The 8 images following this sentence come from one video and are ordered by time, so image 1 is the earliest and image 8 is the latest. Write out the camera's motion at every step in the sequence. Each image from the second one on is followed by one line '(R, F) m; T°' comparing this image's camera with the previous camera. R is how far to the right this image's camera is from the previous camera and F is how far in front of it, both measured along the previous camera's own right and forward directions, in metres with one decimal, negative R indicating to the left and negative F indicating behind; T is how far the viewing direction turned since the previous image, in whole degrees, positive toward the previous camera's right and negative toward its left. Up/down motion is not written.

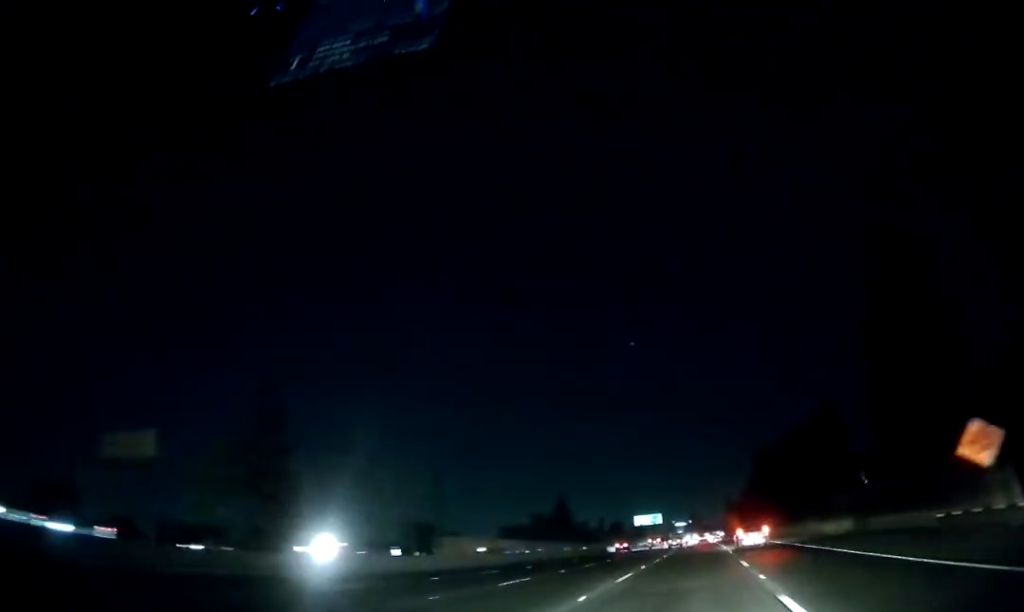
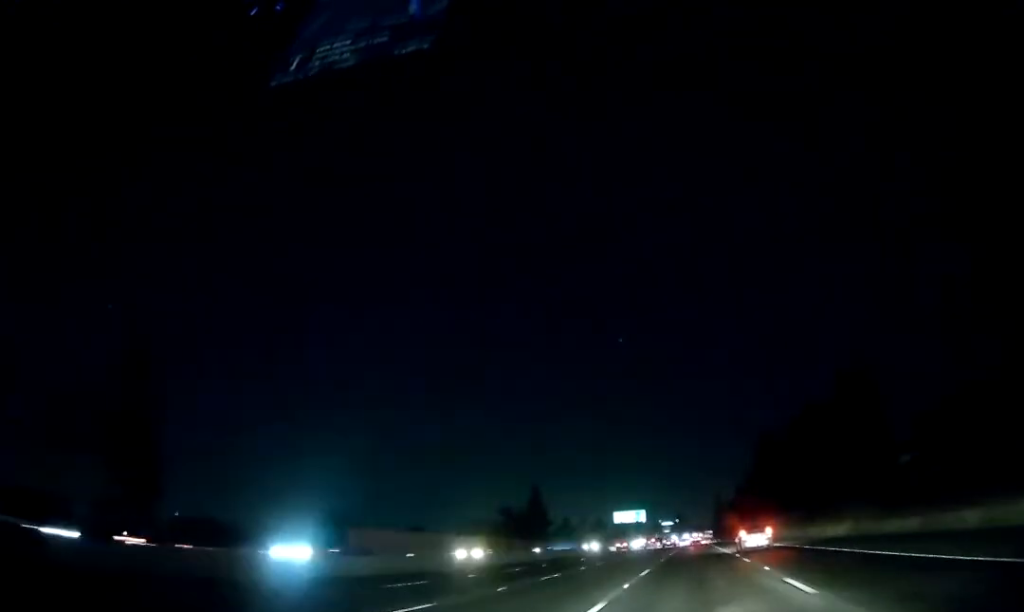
(+0.6, +25.0) m; +2°
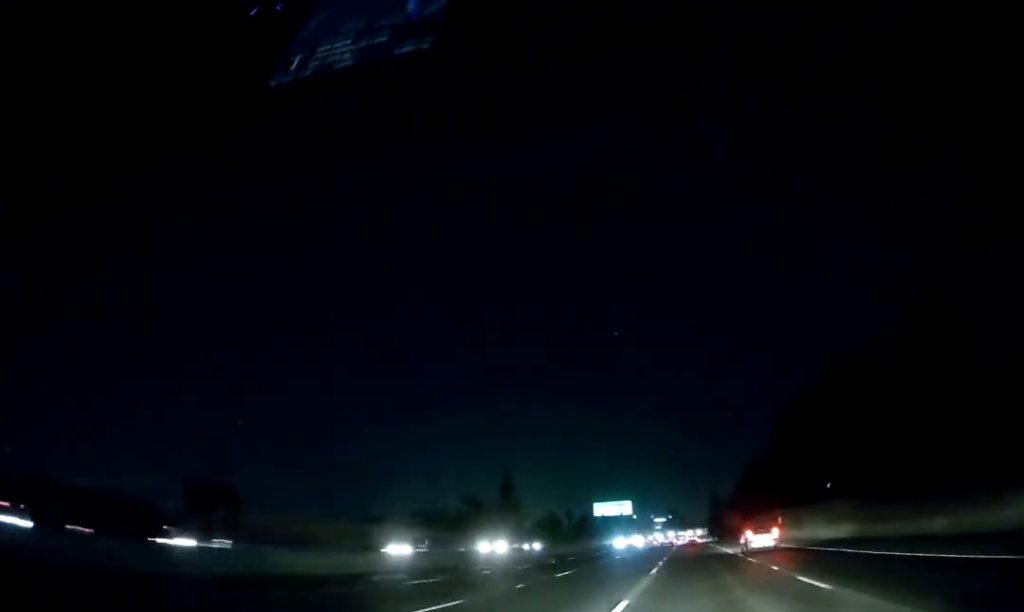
(+0.5, +28.0) m; +1°
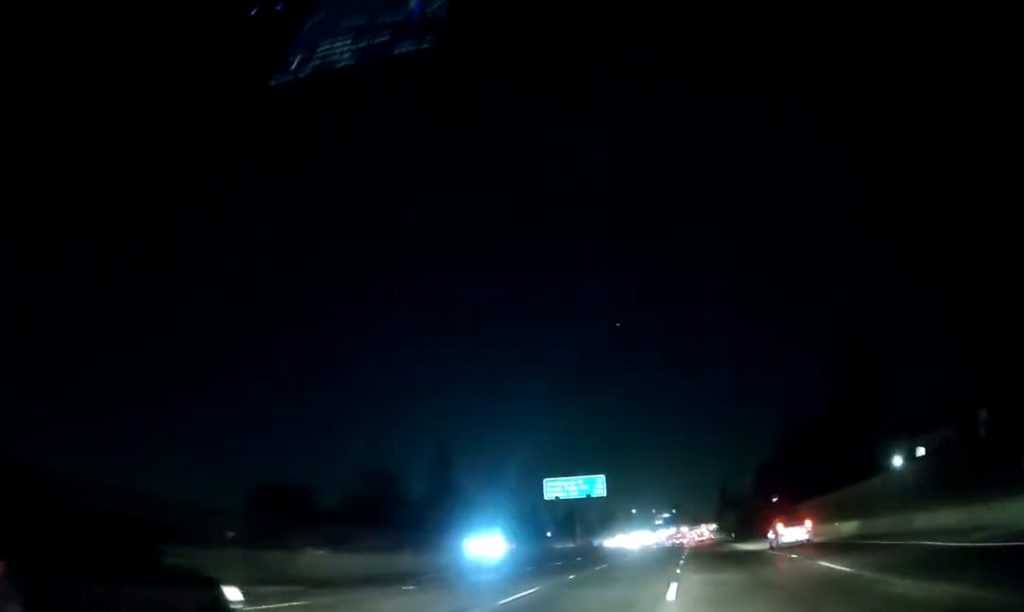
(+0.2, +53.8) m; +1°
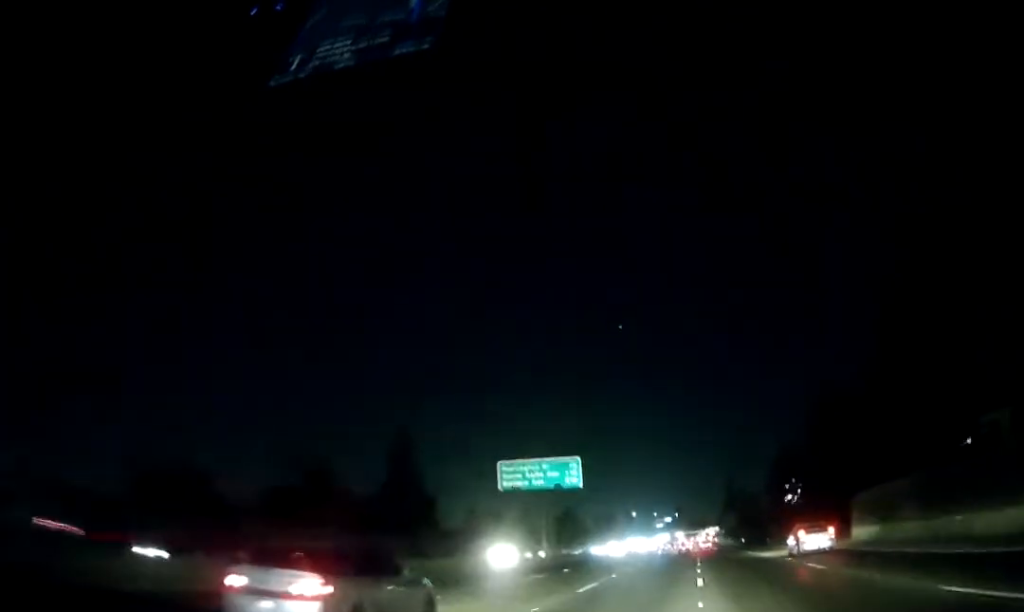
(0.0, +22.8) m; 0°
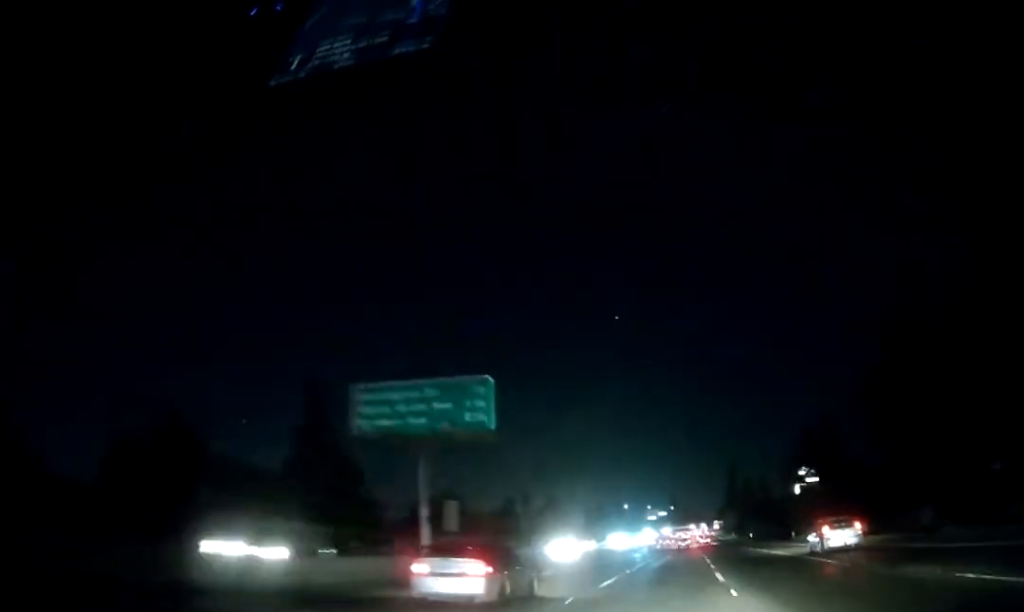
(0.0, +27.9) m; 0°
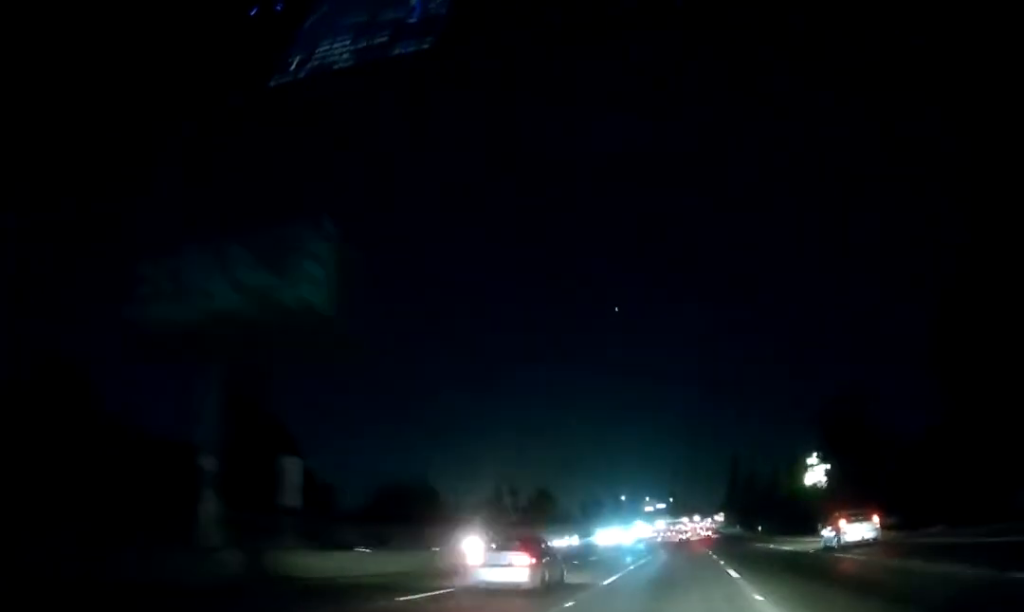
(+0.1, +15.5) m; 0°
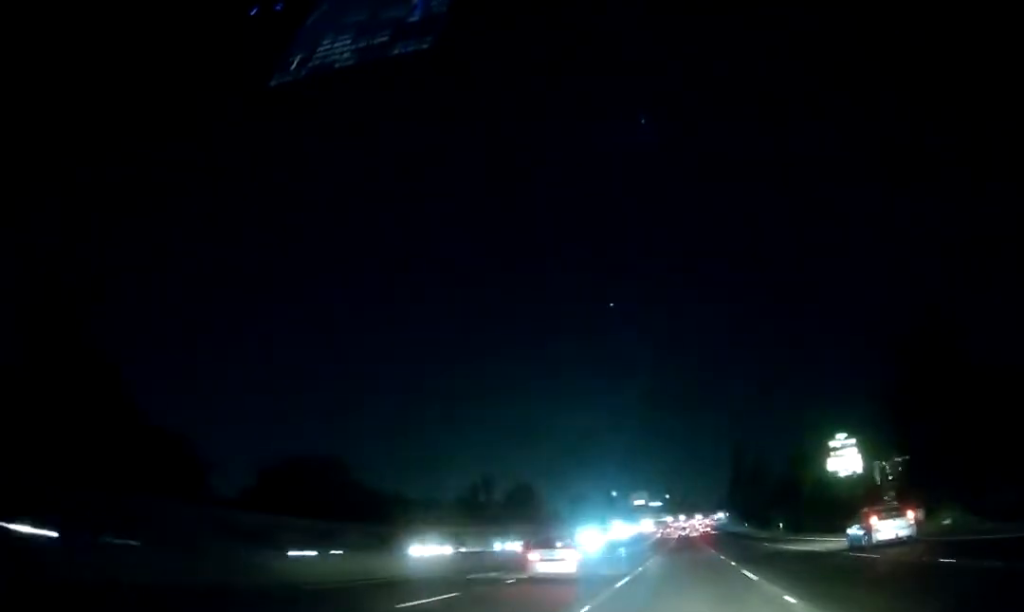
(-0.2, +29.6) m; 0°
